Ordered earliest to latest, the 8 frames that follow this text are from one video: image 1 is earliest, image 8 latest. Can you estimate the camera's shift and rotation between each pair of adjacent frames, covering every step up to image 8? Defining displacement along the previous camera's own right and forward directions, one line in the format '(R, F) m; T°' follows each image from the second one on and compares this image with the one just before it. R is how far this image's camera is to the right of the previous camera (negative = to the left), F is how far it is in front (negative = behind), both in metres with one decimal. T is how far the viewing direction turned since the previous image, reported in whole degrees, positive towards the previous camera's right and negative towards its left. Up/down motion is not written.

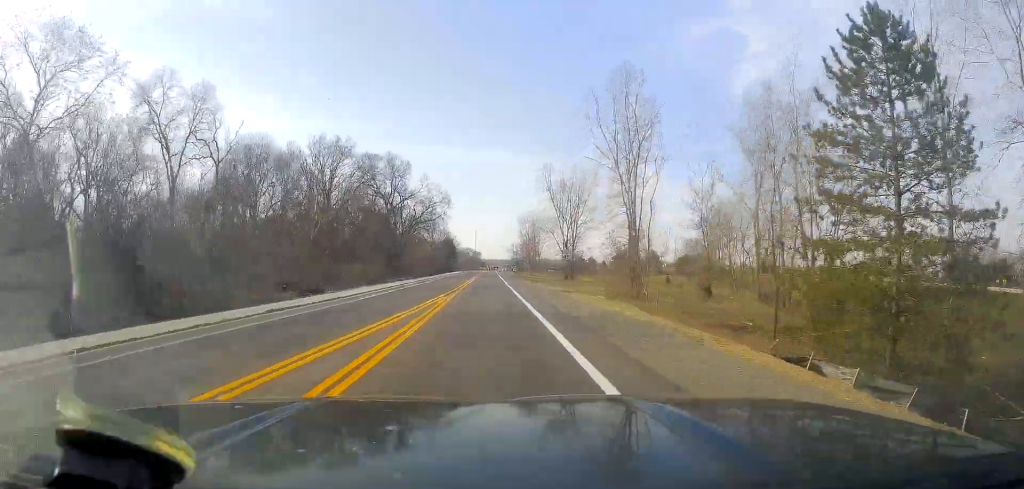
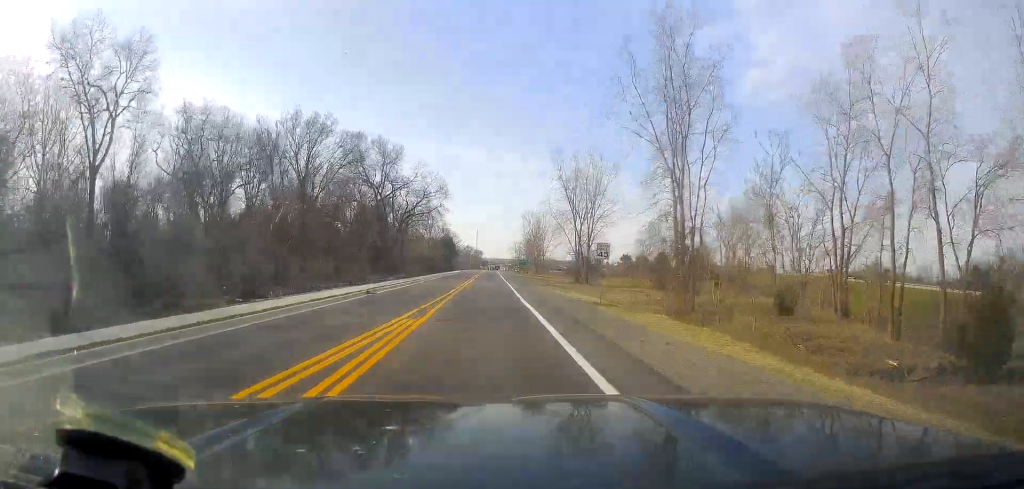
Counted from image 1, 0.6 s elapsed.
(-0.4, +12.5) m; 0°
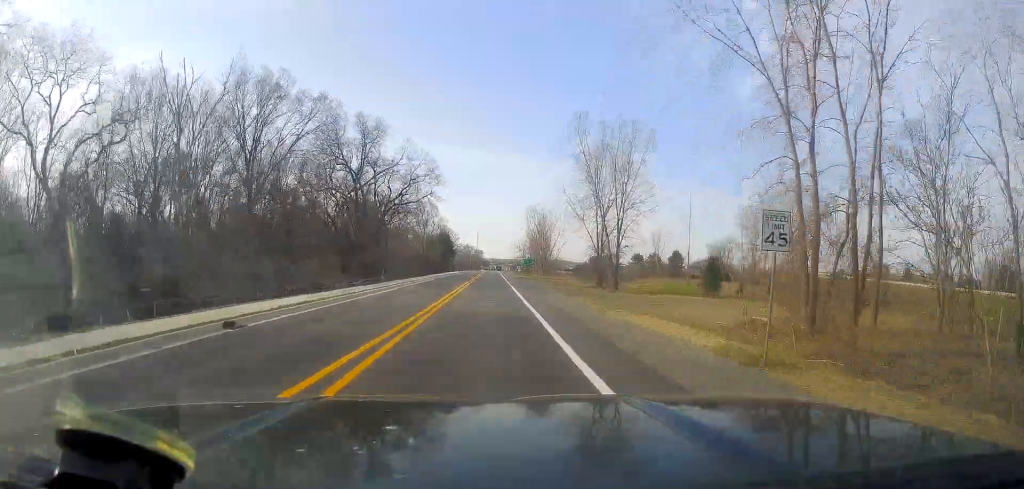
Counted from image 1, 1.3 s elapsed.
(+0.6, +17.0) m; 0°
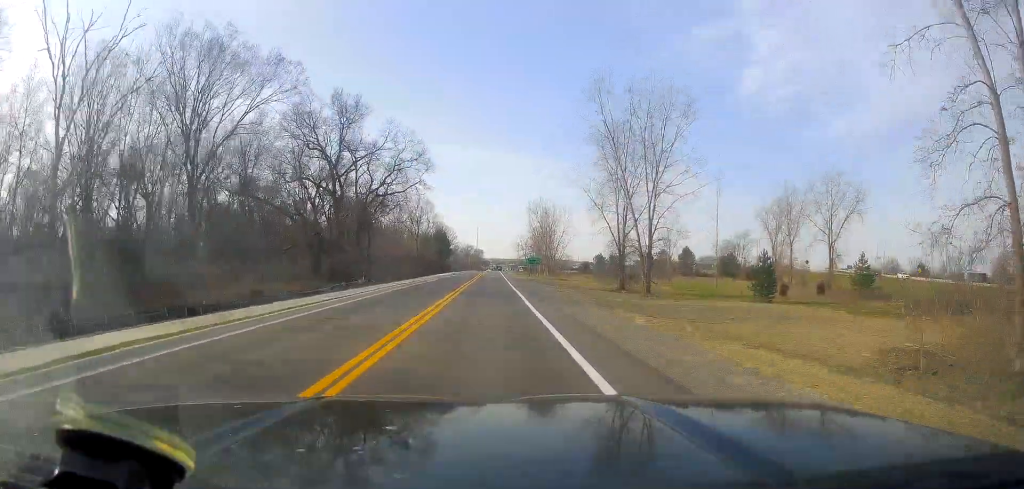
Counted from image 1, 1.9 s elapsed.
(0.0, +11.9) m; 0°
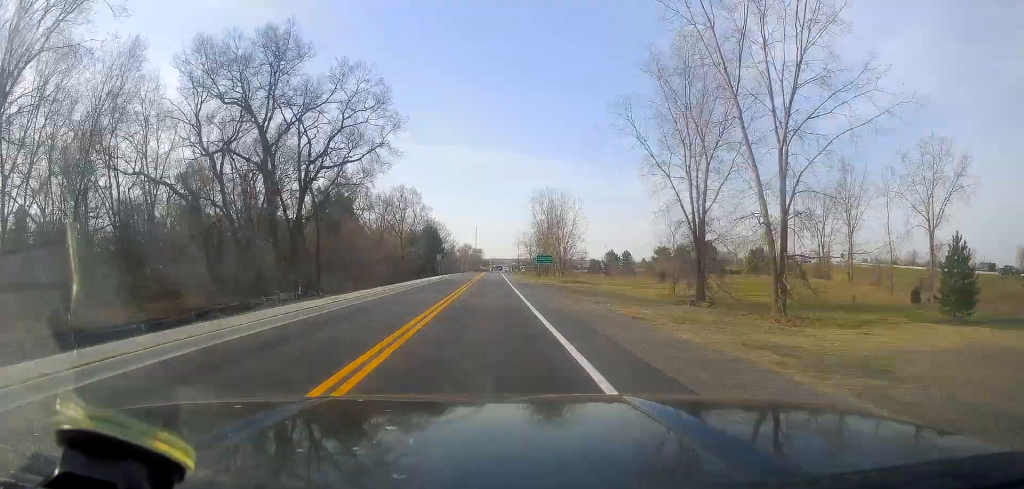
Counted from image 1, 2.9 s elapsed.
(-0.4, +22.6) m; 0°
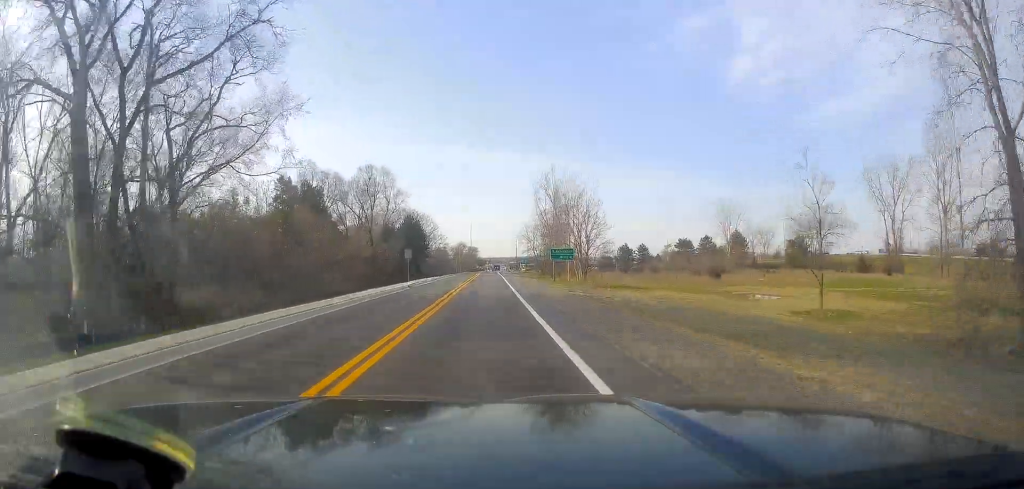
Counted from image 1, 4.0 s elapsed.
(+0.4, +25.7) m; +1°
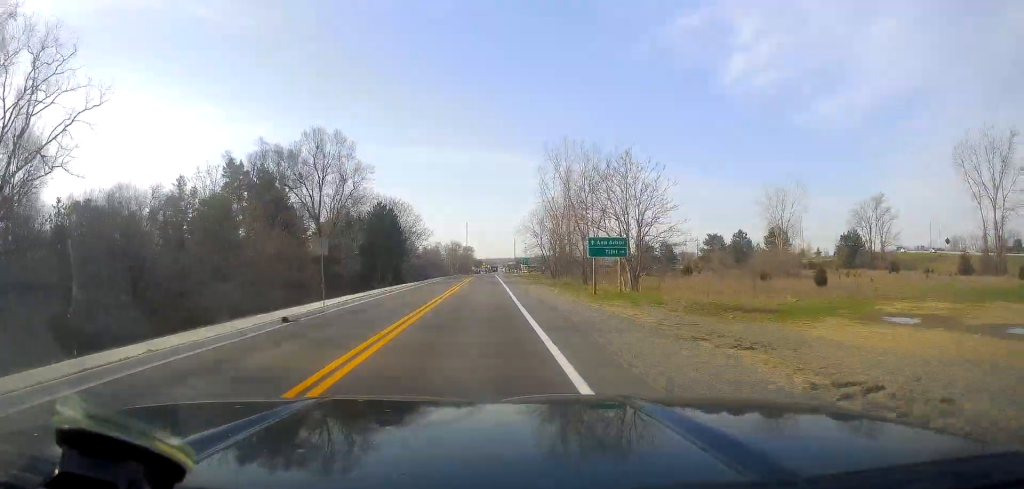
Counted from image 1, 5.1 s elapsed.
(0.0, +25.6) m; 0°
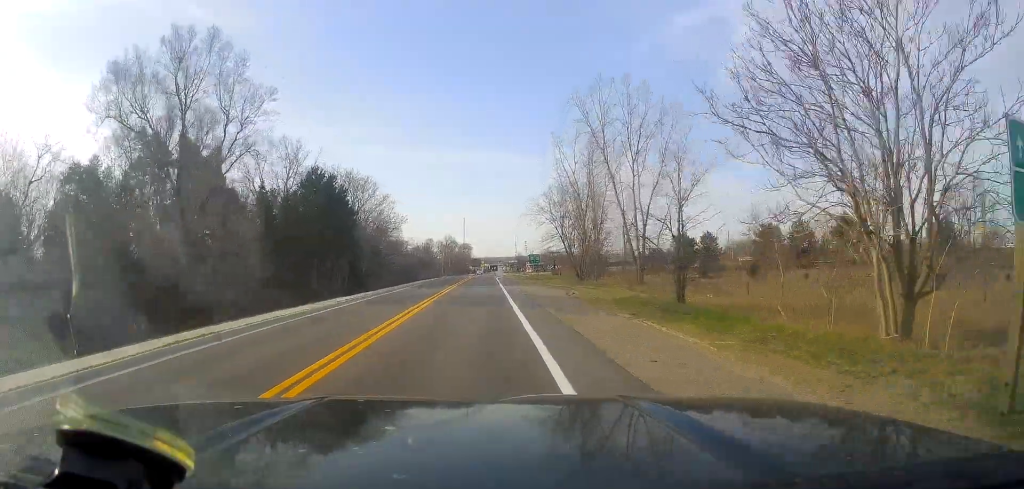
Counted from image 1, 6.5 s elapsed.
(-0.6, +30.0) m; -1°
